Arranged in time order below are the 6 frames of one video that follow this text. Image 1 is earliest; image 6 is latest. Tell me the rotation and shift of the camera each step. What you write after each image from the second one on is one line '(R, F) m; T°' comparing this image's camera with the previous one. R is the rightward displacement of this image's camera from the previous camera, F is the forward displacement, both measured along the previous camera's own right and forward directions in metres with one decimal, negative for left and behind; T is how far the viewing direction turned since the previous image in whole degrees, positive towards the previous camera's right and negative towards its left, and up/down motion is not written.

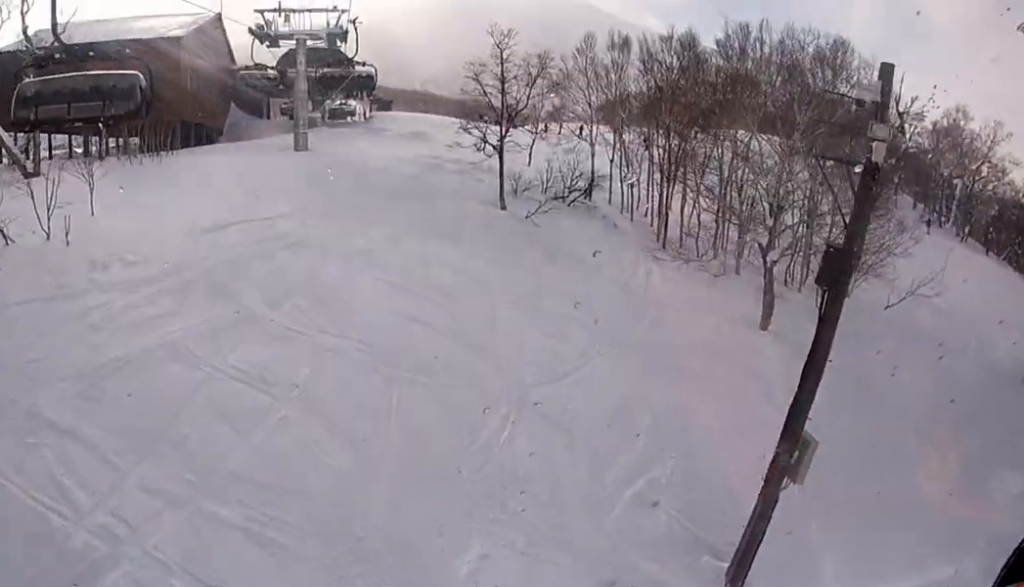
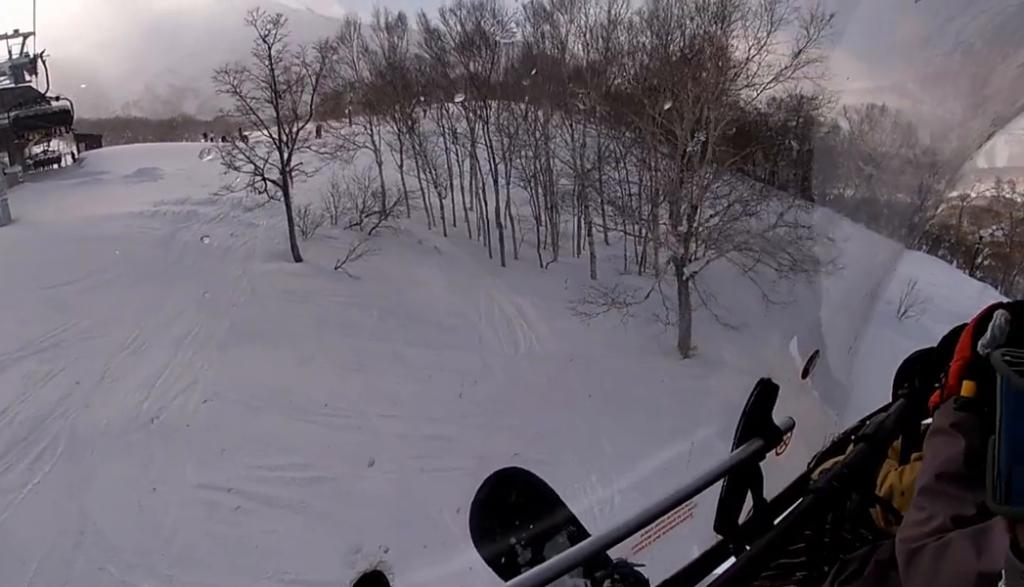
(+0.3, +8.0) m; +15°
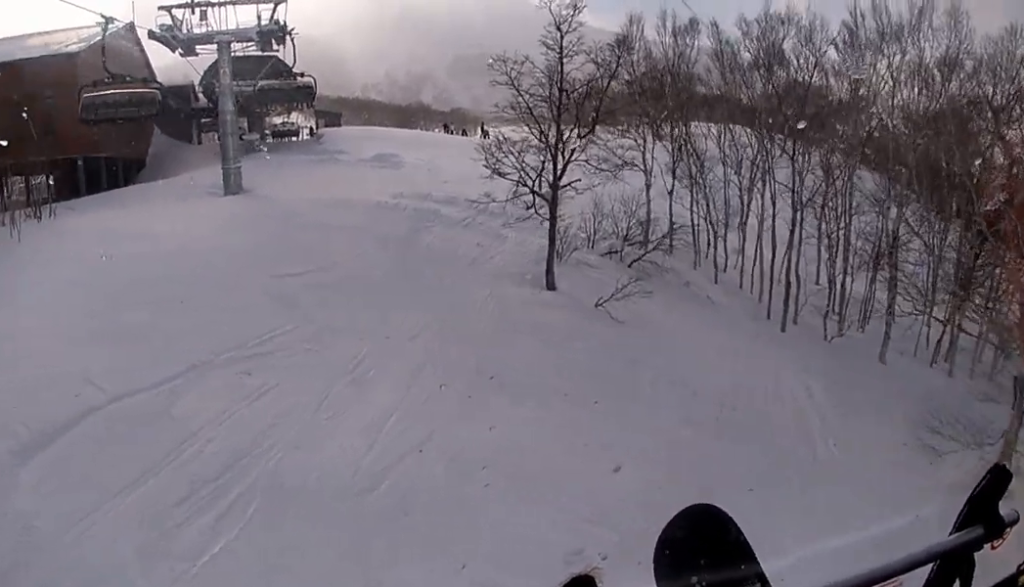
(+0.1, +3.2) m; -8°
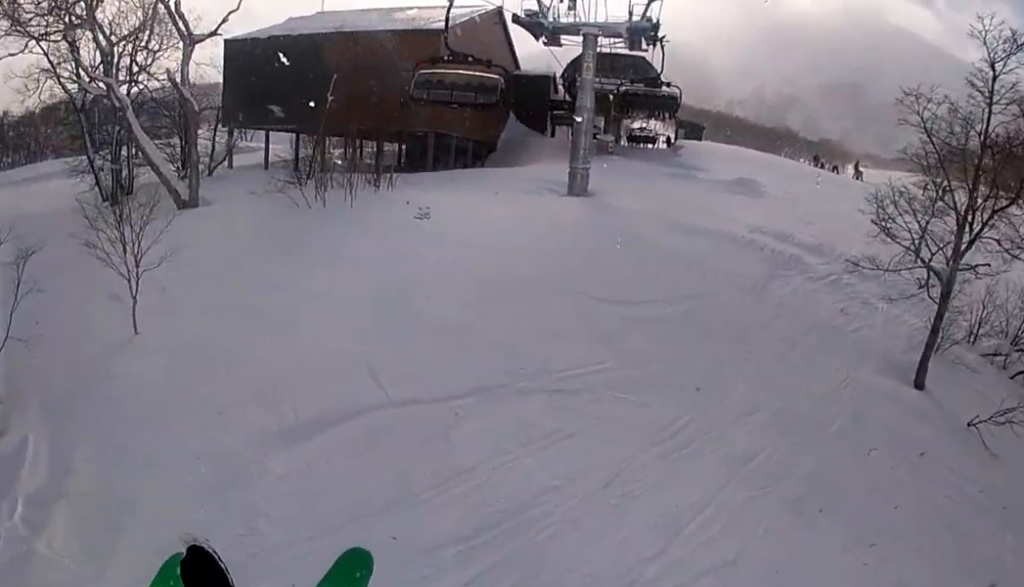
(-0.6, +1.9) m; -7°
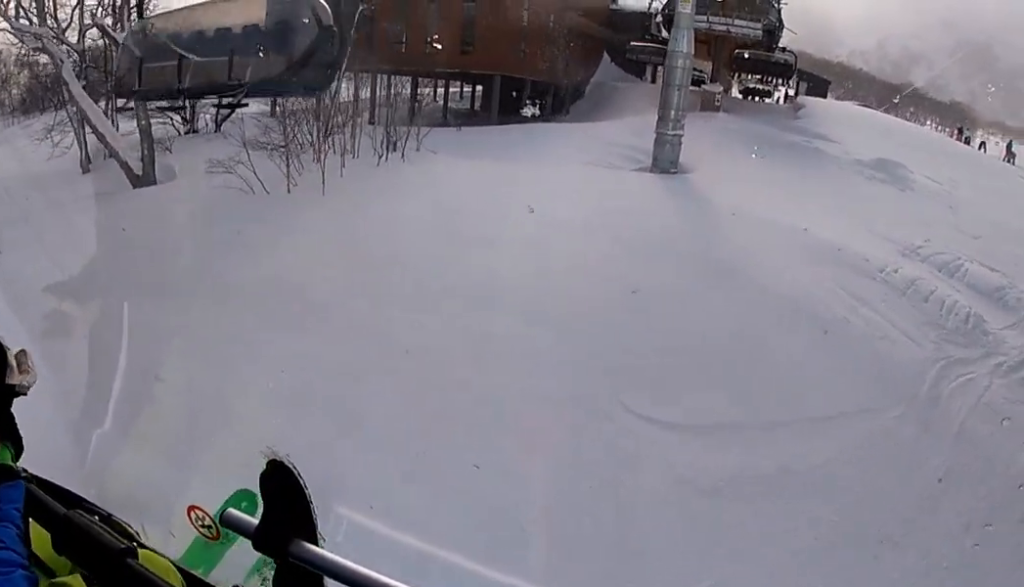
(-0.3, +8.3) m; -10°
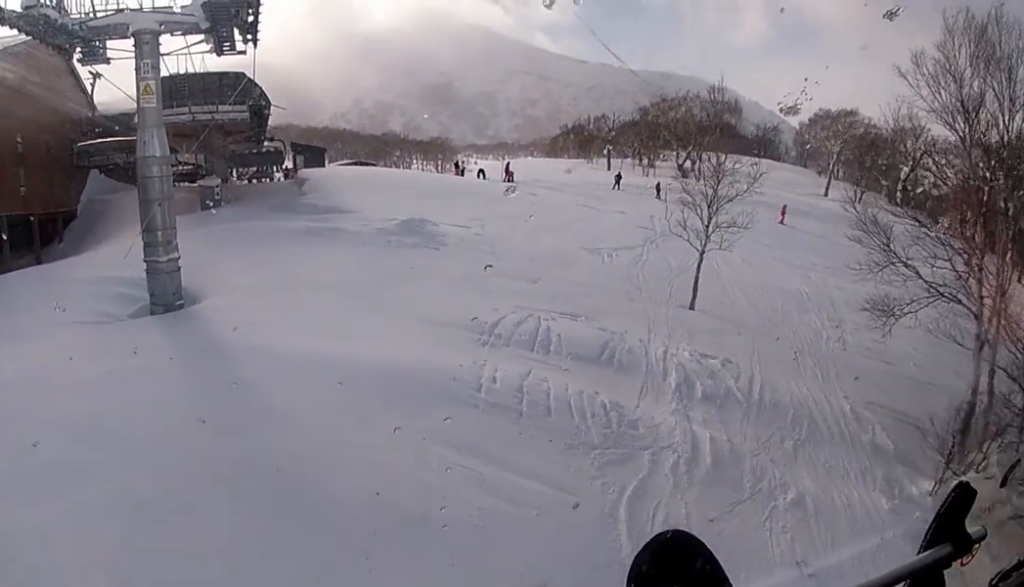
(+1.1, +5.8) m; +25°
